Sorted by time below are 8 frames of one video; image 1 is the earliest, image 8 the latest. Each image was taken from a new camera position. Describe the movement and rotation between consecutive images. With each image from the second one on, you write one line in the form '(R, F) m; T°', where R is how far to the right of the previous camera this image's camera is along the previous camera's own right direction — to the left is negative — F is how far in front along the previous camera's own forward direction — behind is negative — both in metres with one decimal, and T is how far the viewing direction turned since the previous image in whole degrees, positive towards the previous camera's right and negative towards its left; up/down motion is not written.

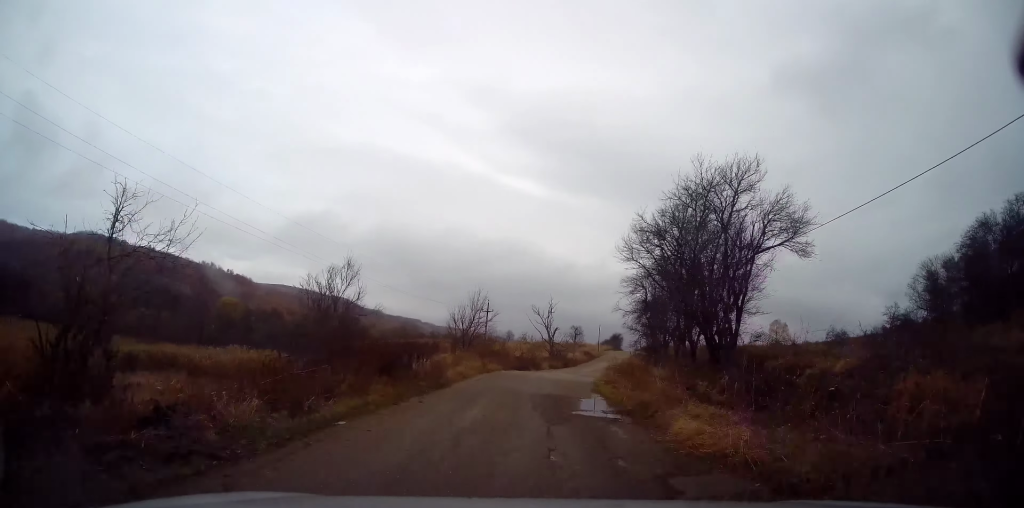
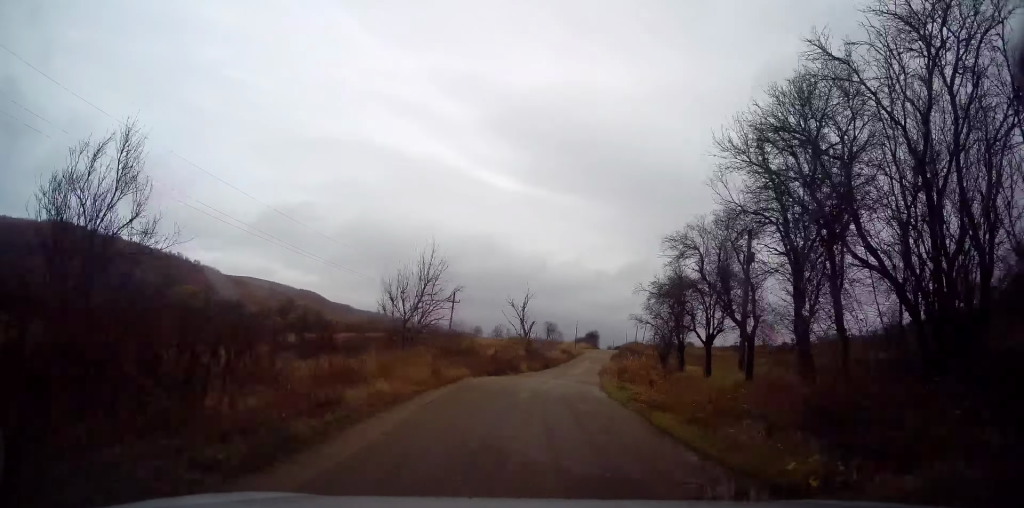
(+0.2, +11.0) m; +3°
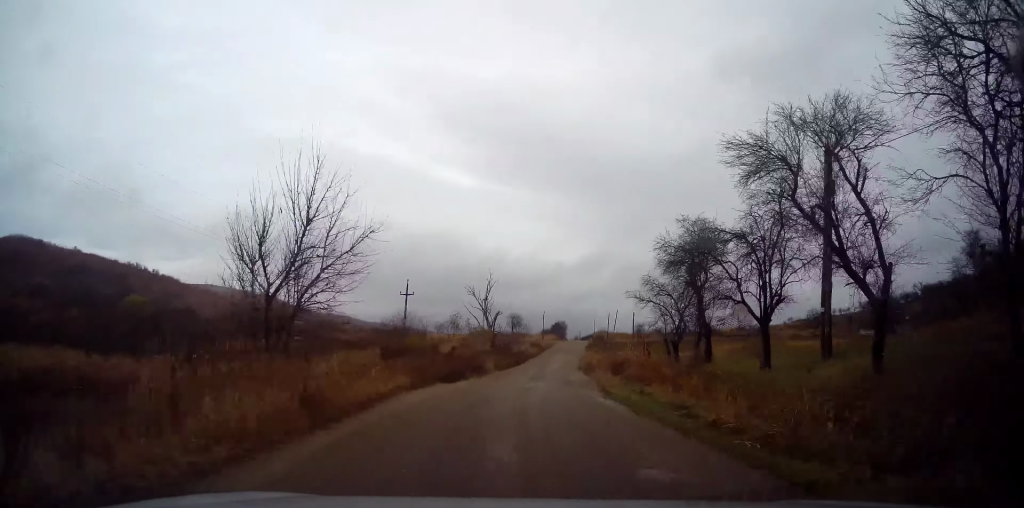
(+0.3, +7.7) m; +4°
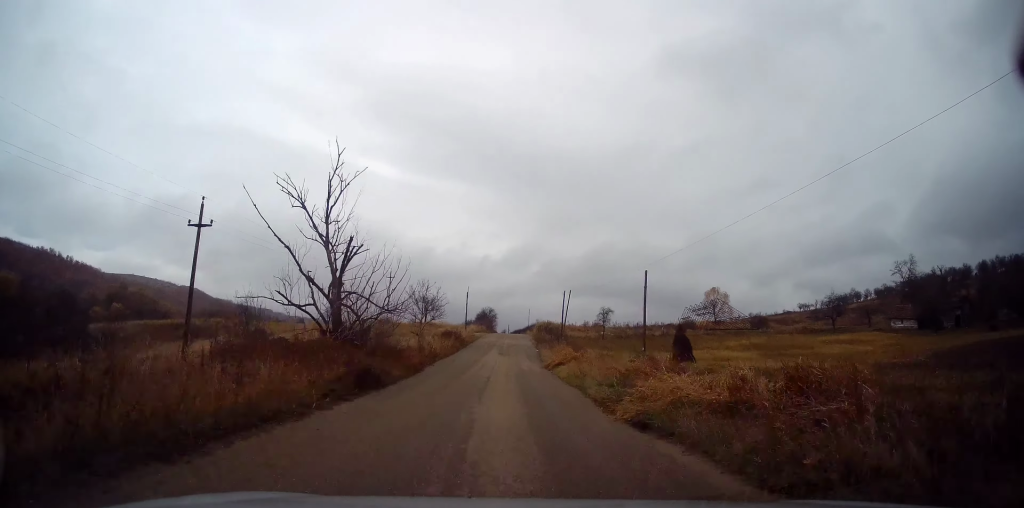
(+2.8, +32.2) m; +6°
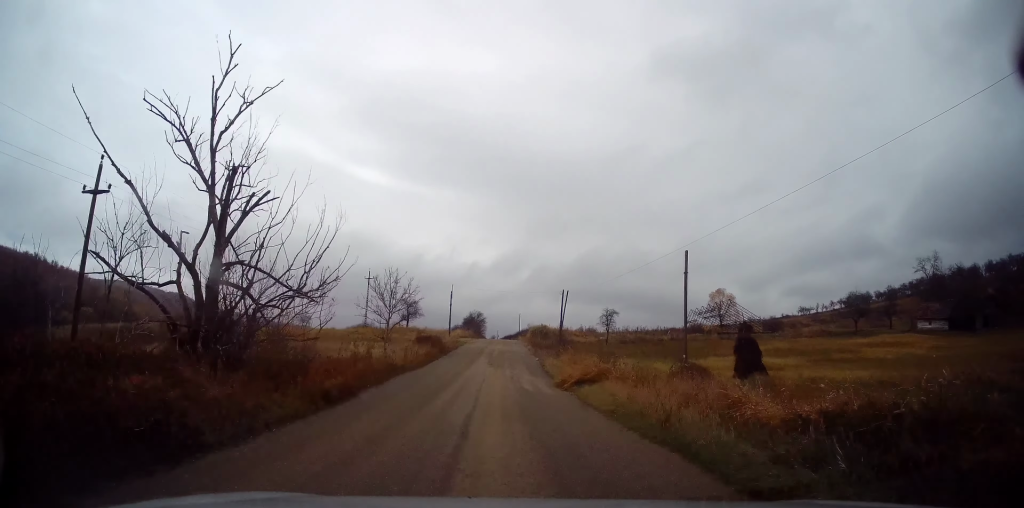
(-0.2, +8.7) m; +1°
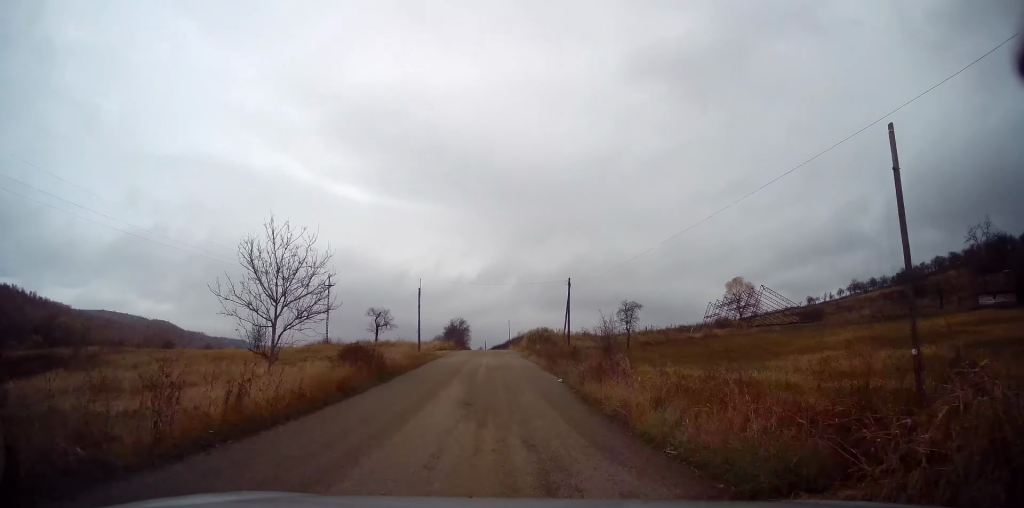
(+0.6, +14.7) m; +2°
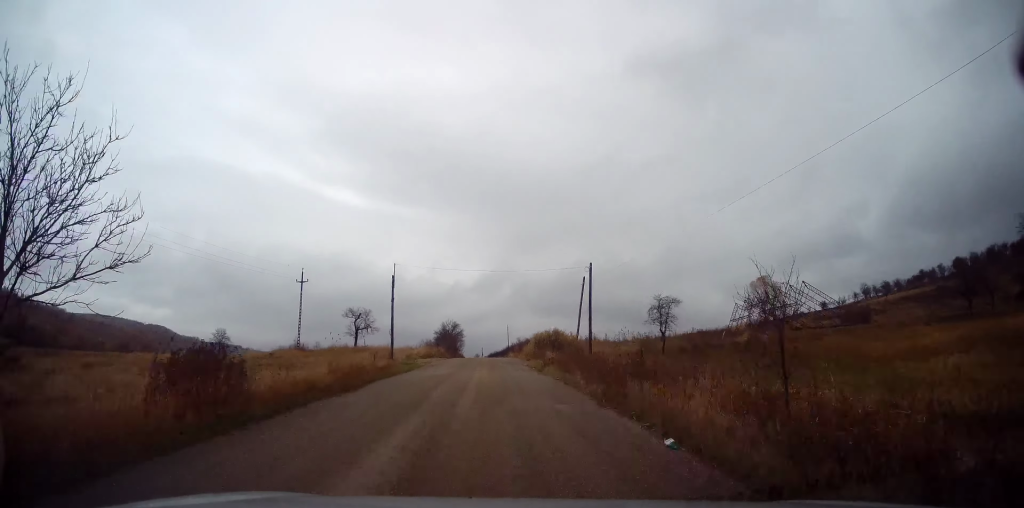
(-0.1, +10.3) m; 0°
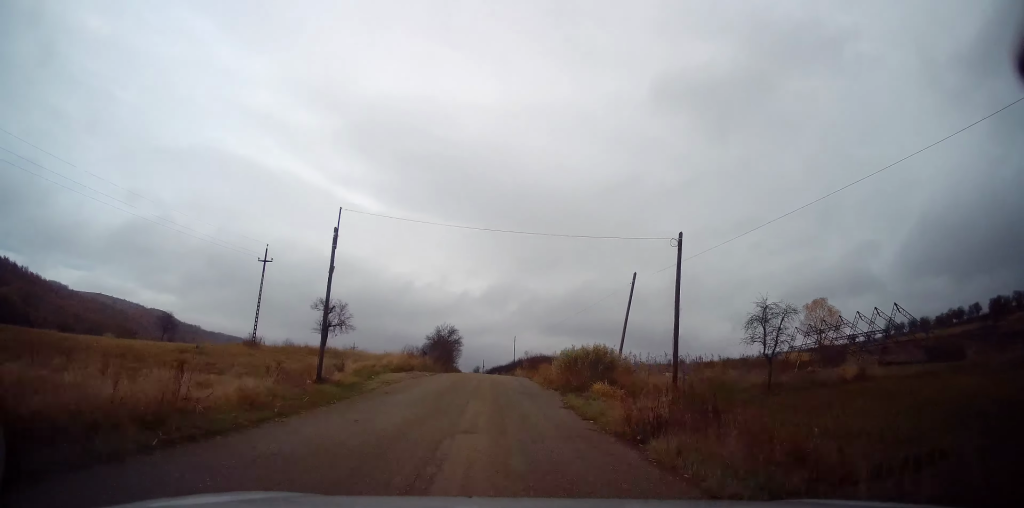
(-0.1, +14.0) m; 0°
